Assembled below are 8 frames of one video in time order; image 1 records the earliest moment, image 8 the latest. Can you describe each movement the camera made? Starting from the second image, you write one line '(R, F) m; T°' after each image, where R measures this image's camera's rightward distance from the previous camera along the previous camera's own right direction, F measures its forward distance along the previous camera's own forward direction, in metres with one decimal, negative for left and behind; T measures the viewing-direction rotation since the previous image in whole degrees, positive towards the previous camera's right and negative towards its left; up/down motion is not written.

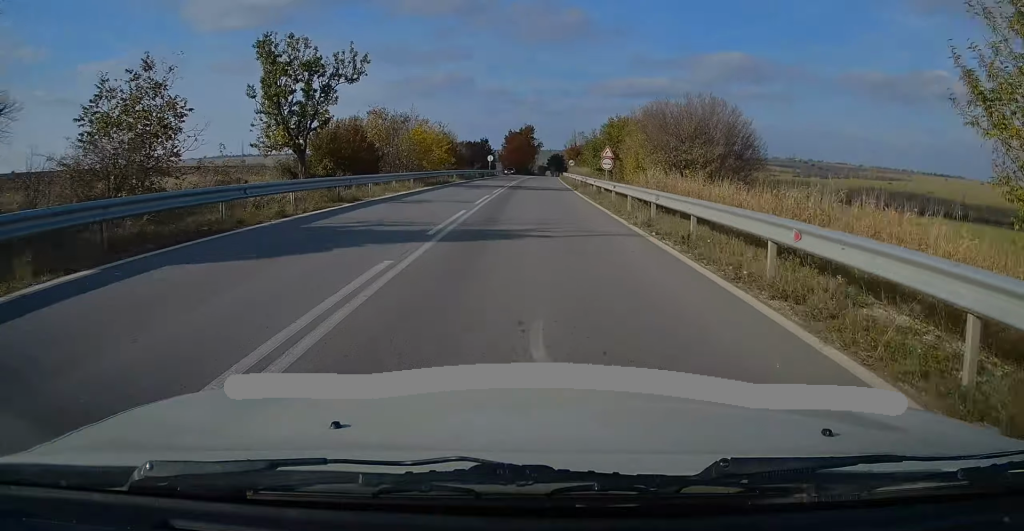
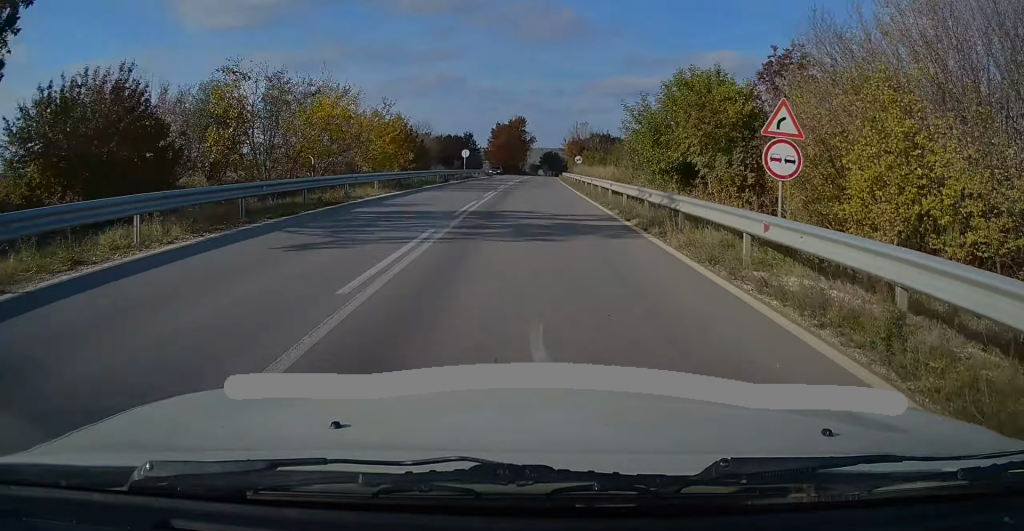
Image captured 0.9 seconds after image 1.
(+0.1, +23.2) m; +1°
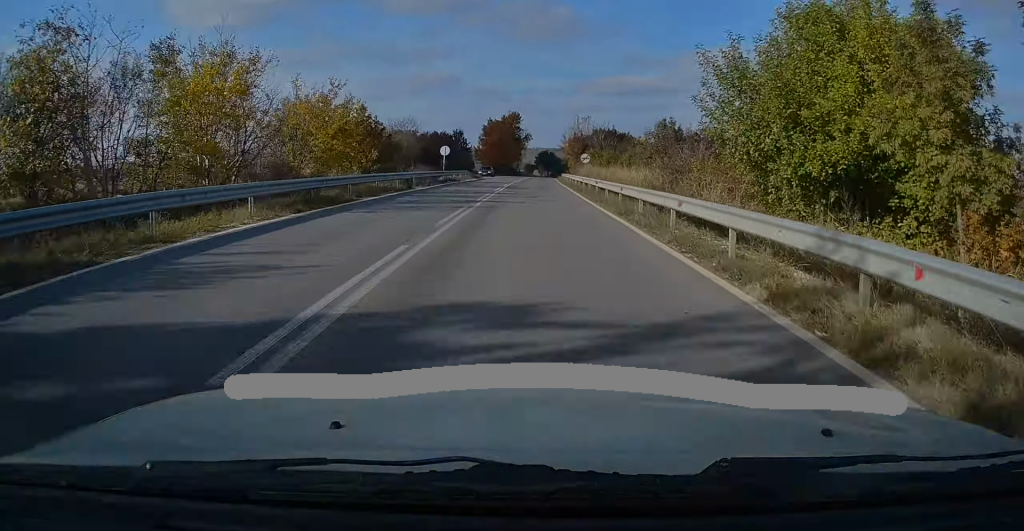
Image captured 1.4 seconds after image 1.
(+0.1, +11.4) m; 0°
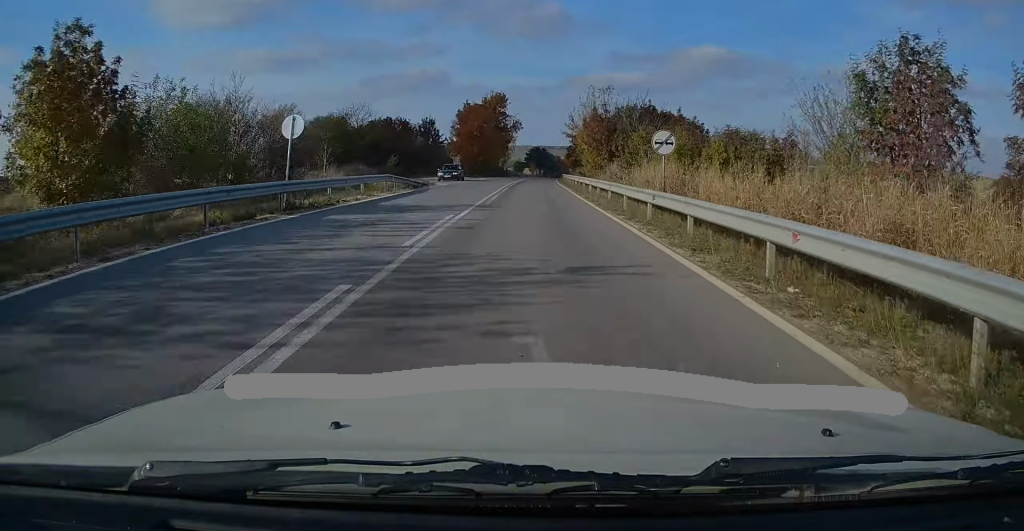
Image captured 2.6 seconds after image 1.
(+0.3, +30.0) m; +1°
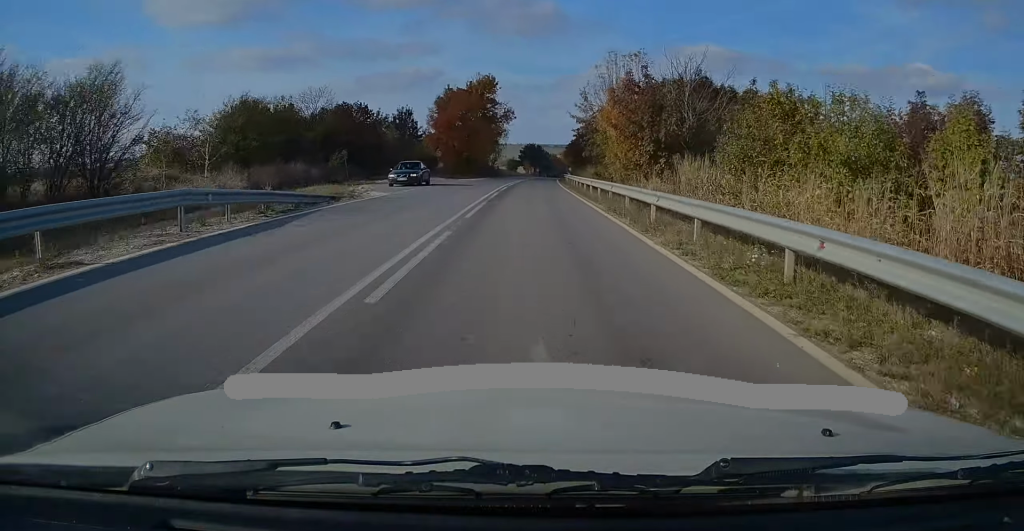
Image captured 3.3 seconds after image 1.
(+0.1, +16.8) m; +1°
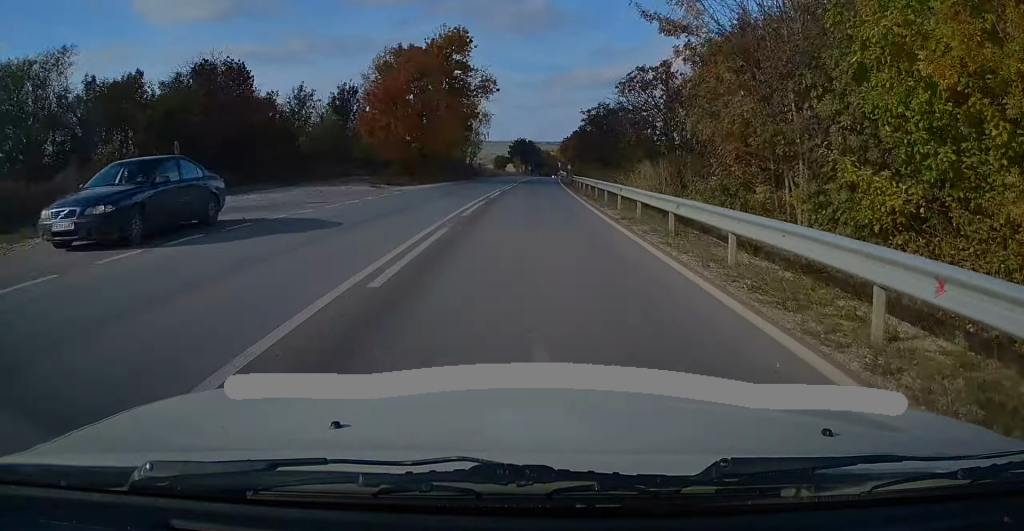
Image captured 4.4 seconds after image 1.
(+0.2, +26.3) m; +1°
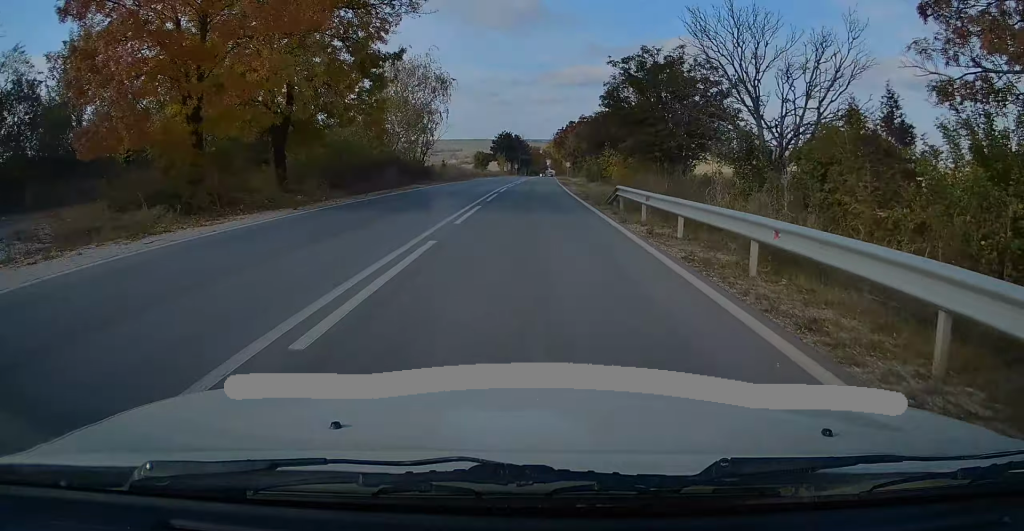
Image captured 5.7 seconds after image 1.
(+0.3, +29.2) m; +1°
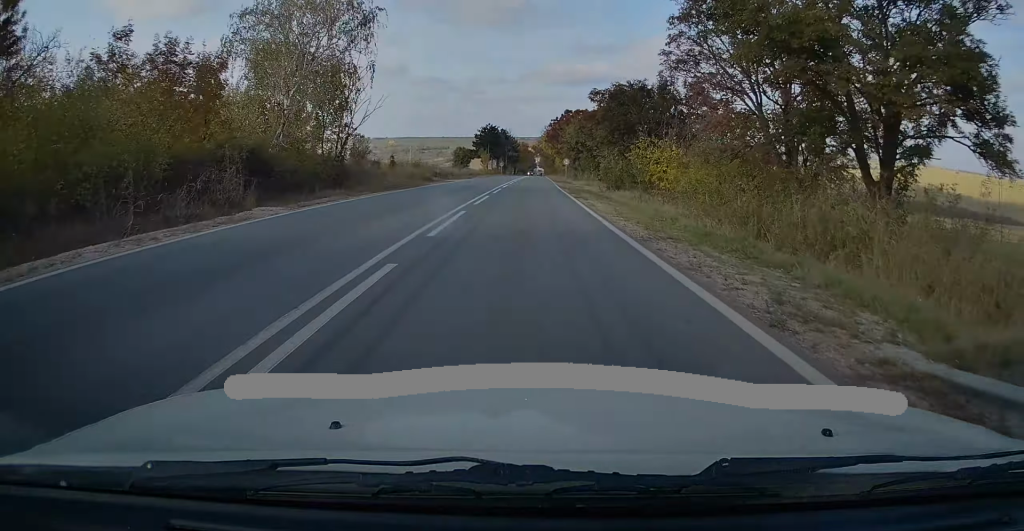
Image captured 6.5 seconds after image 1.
(0.0, +20.4) m; +1°
